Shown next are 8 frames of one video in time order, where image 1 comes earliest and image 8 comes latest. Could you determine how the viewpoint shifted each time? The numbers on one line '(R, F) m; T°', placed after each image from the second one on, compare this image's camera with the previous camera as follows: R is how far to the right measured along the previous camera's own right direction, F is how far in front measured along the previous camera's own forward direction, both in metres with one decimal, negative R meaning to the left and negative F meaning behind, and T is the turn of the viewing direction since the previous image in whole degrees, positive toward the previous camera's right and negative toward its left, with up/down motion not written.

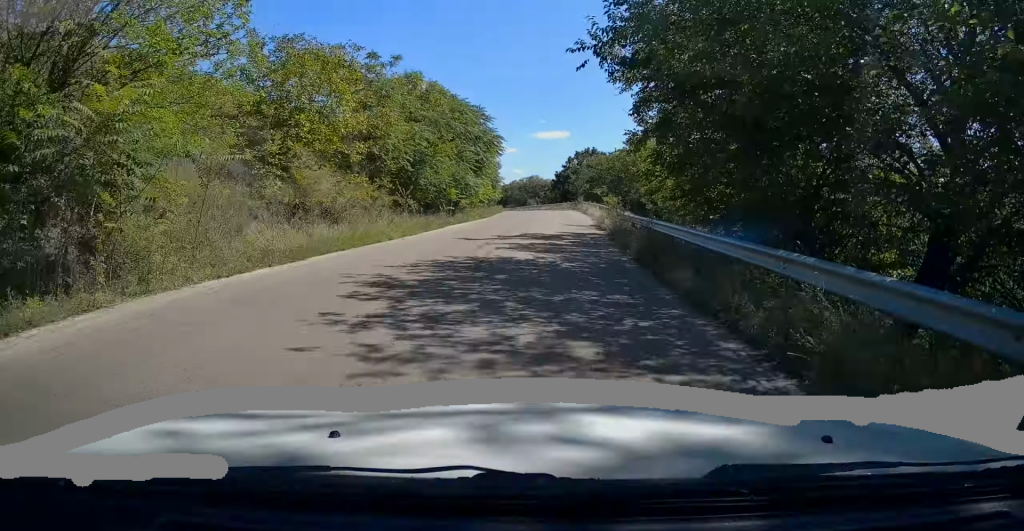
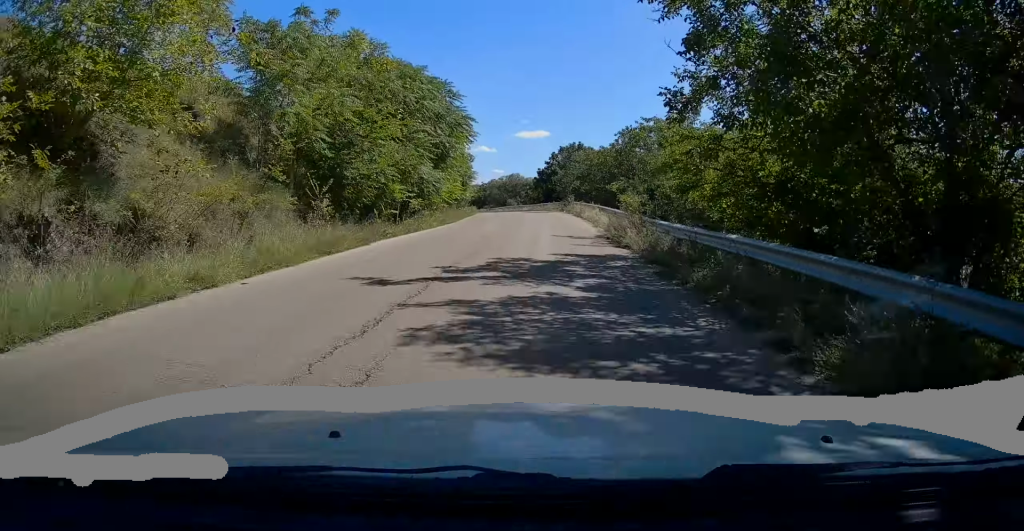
(+0.4, +9.3) m; +2°
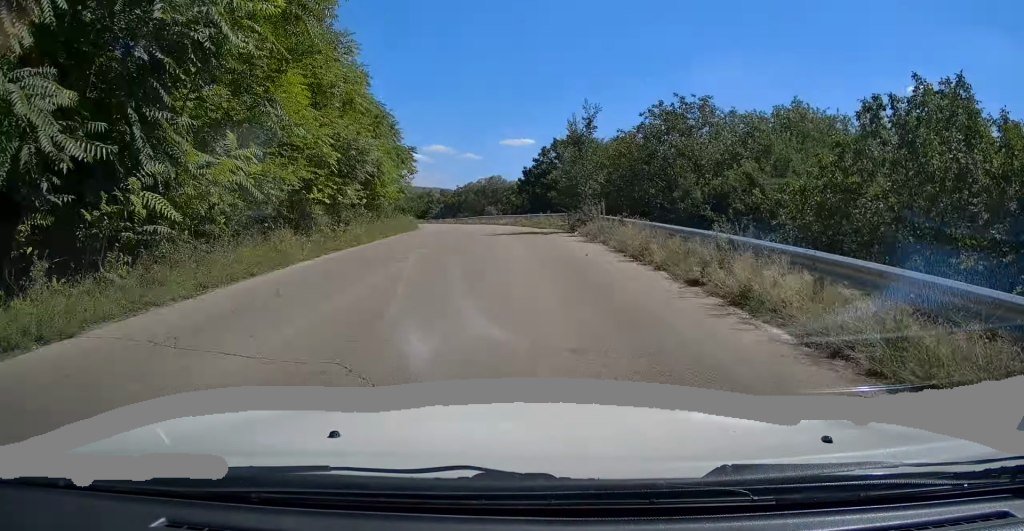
(+0.8, +23.1) m; +1°
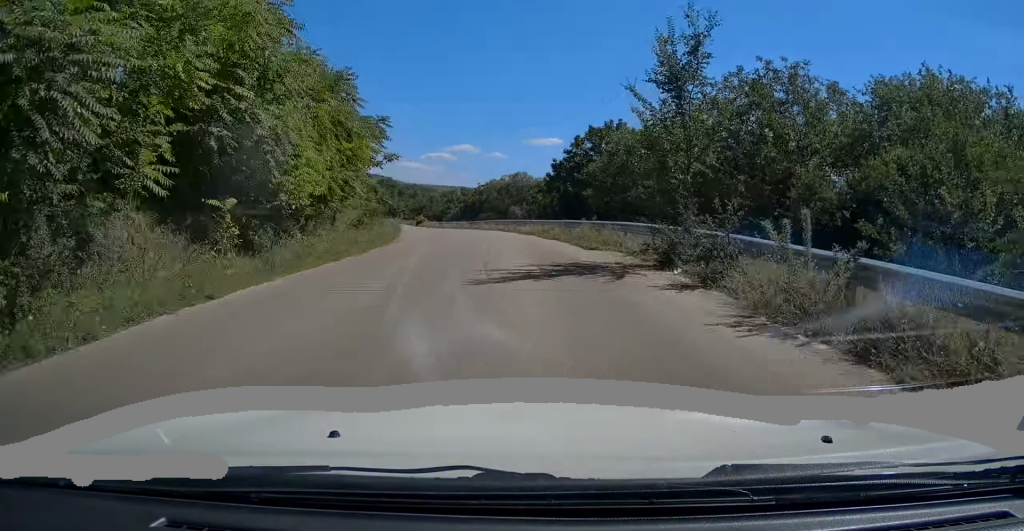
(0.0, +12.4) m; -2°
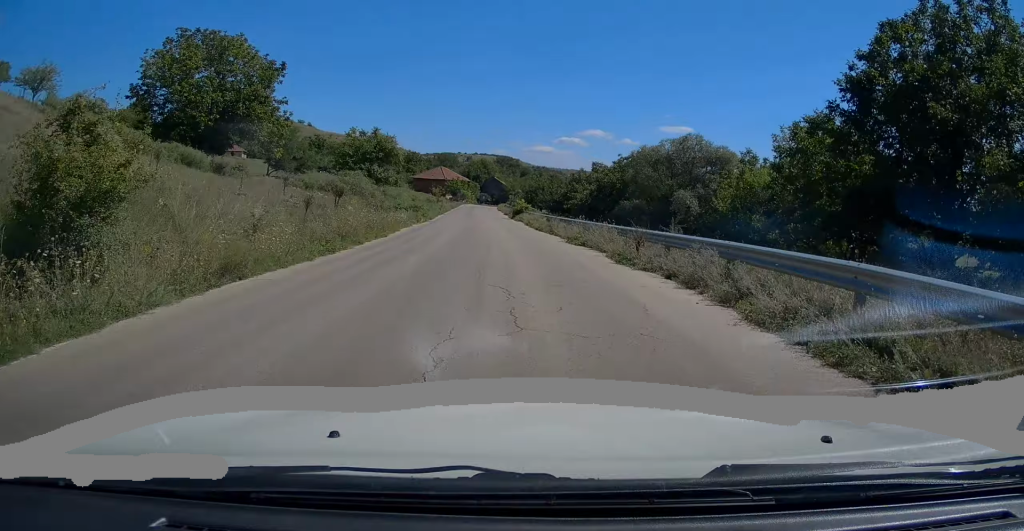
(-3.1, +39.3) m; -9°
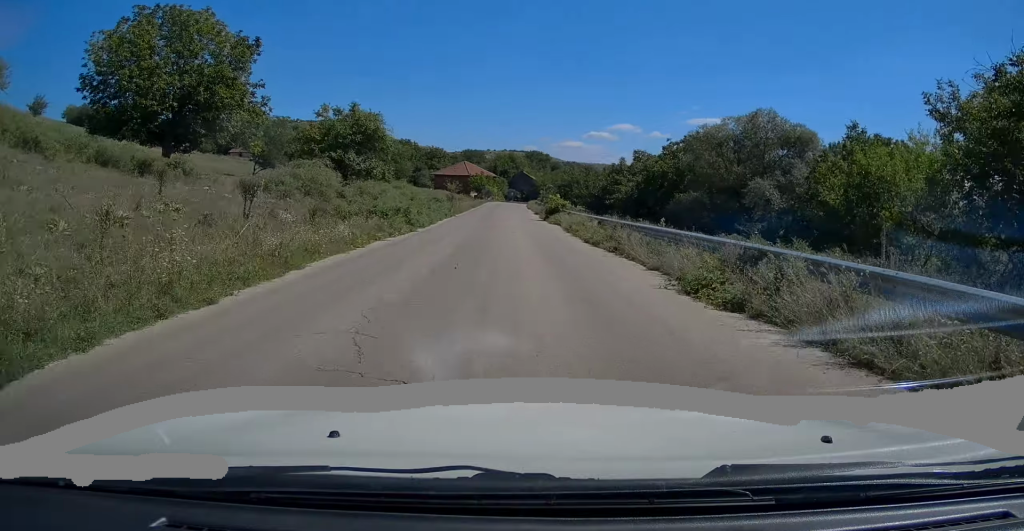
(-0.1, +12.4) m; -3°
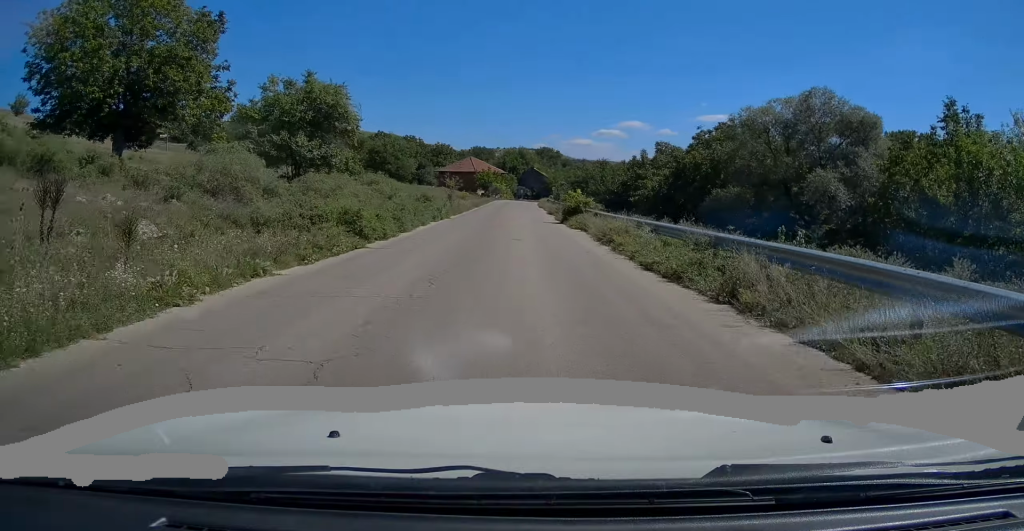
(-0.3, +8.4) m; -1°
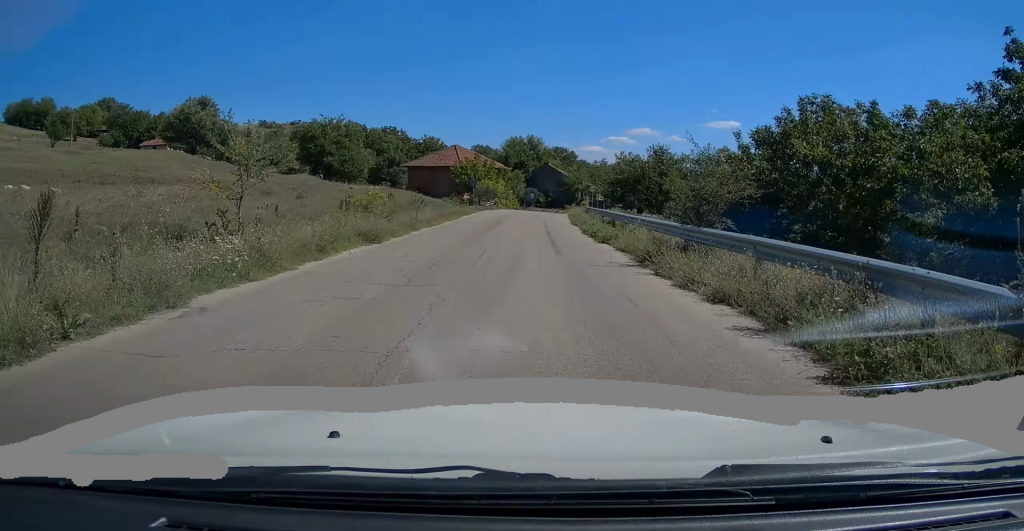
(-0.8, +40.1) m; -1°
